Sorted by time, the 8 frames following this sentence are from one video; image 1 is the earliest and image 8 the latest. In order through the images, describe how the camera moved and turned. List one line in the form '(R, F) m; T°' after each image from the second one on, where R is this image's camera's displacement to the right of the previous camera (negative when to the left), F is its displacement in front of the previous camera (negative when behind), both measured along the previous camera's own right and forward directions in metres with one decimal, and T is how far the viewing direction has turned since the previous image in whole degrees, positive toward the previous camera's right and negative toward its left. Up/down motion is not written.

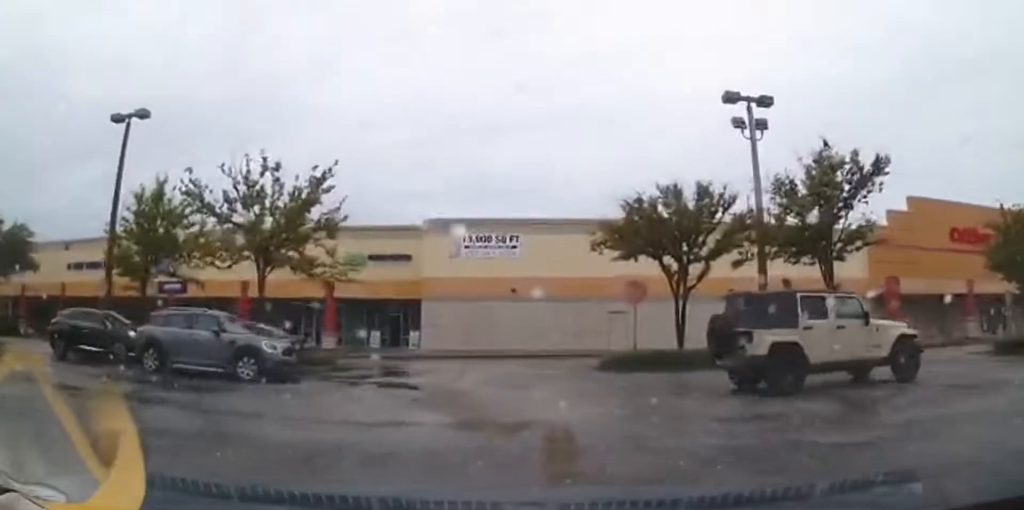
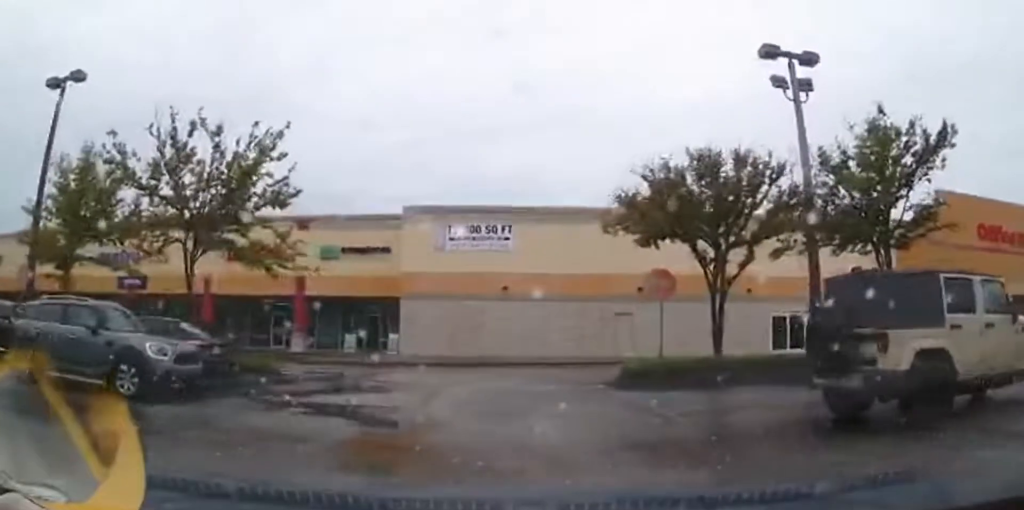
(+0.1, +4.5) m; +1°
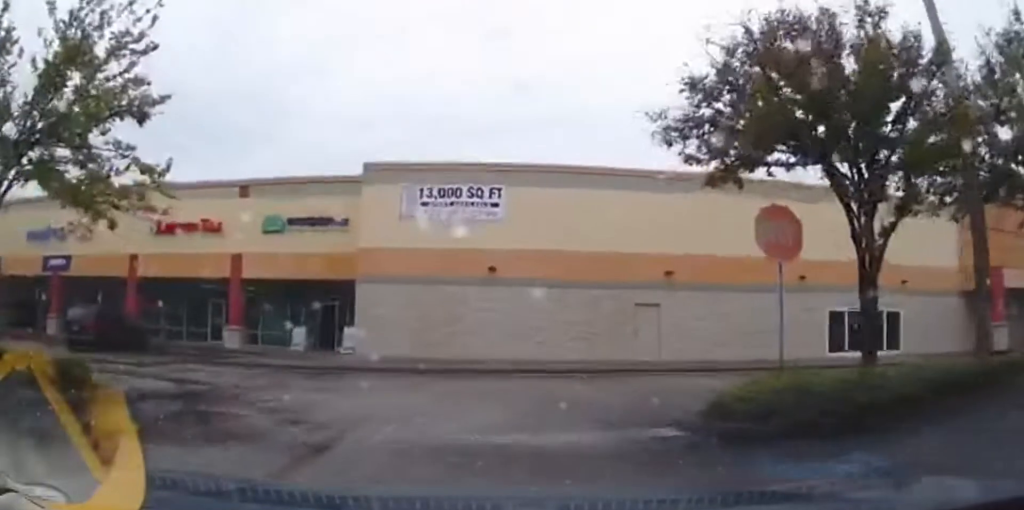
(-0.2, +7.4) m; -2°
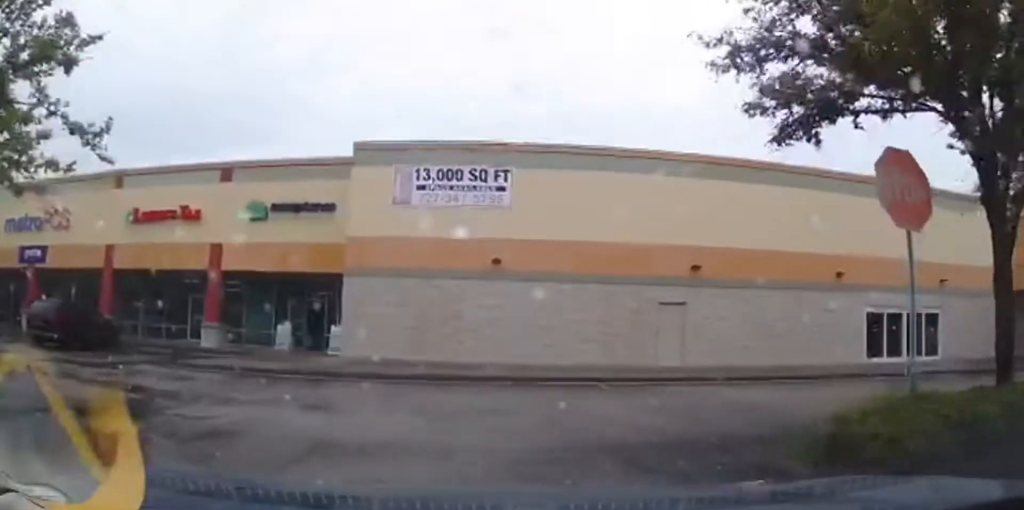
(0.0, +2.9) m; 0°
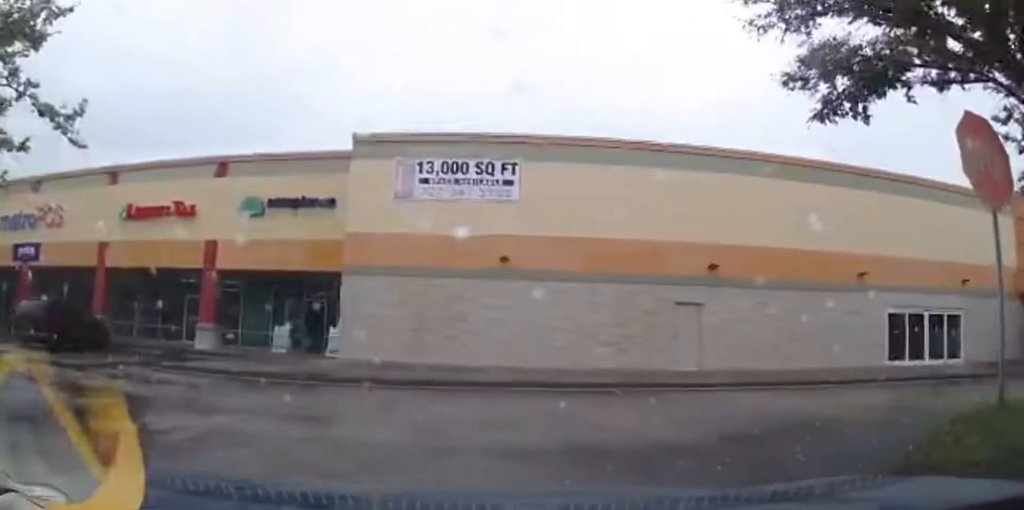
(0.0, +1.4) m; -1°
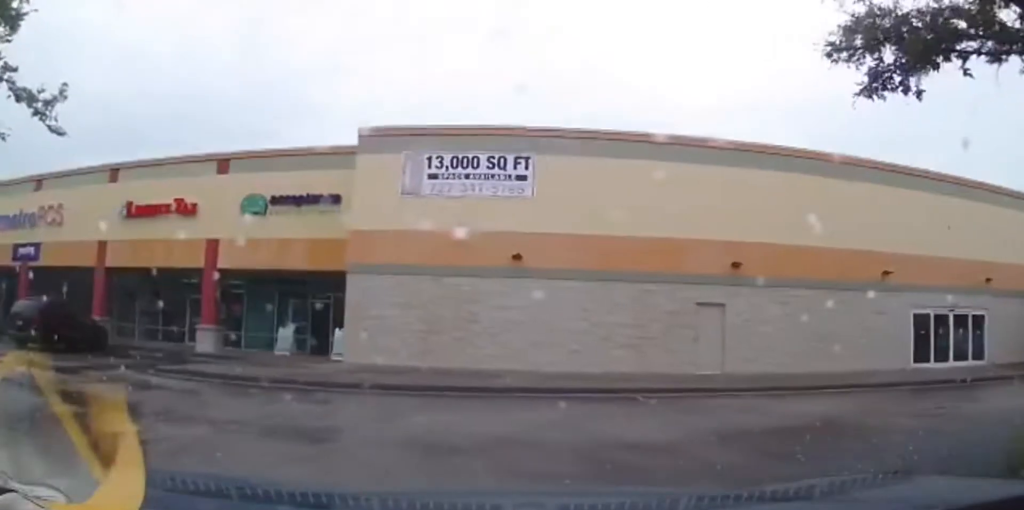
(0.0, +1.5) m; -3°
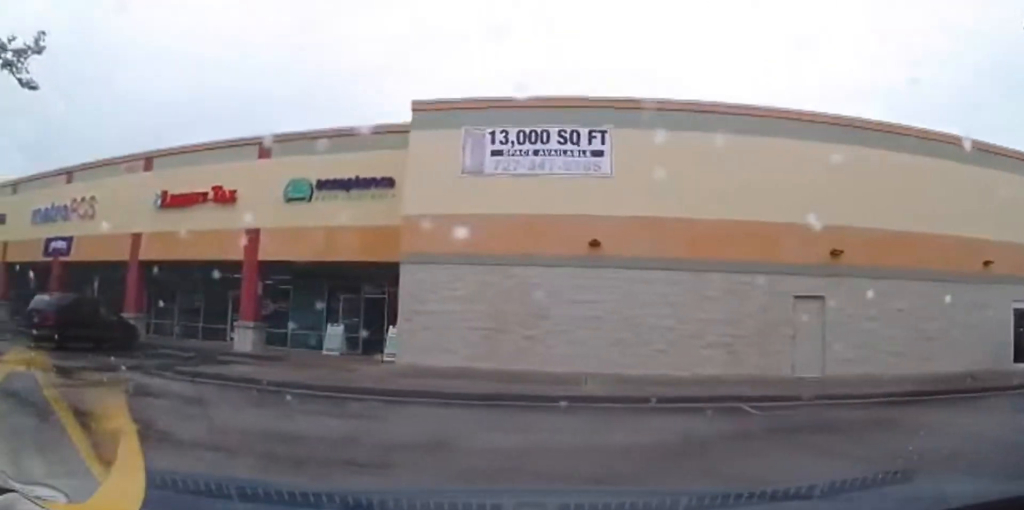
(-0.4, +3.6) m; -13°
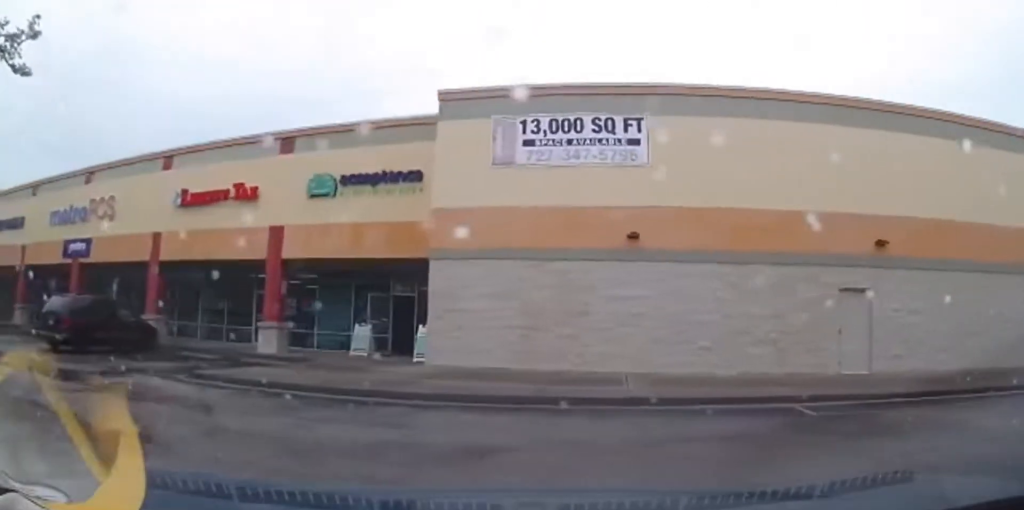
(0.0, +0.8) m; -4°
